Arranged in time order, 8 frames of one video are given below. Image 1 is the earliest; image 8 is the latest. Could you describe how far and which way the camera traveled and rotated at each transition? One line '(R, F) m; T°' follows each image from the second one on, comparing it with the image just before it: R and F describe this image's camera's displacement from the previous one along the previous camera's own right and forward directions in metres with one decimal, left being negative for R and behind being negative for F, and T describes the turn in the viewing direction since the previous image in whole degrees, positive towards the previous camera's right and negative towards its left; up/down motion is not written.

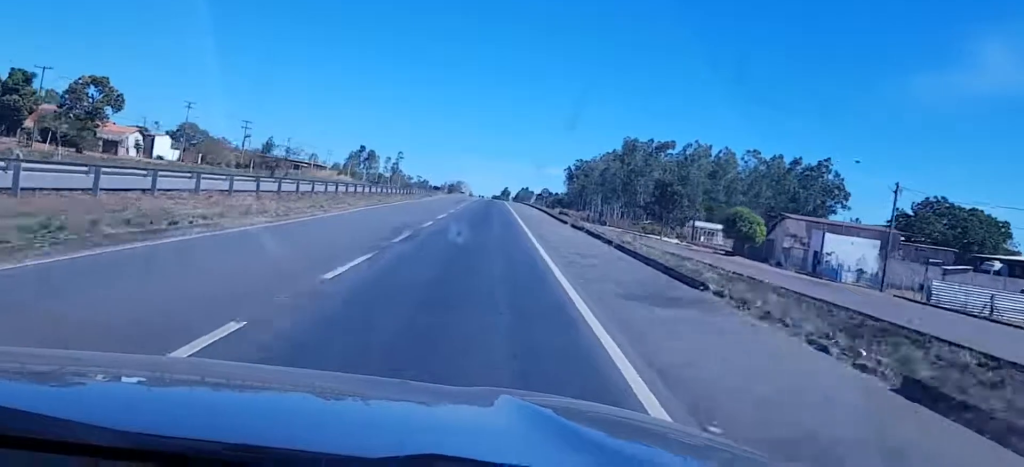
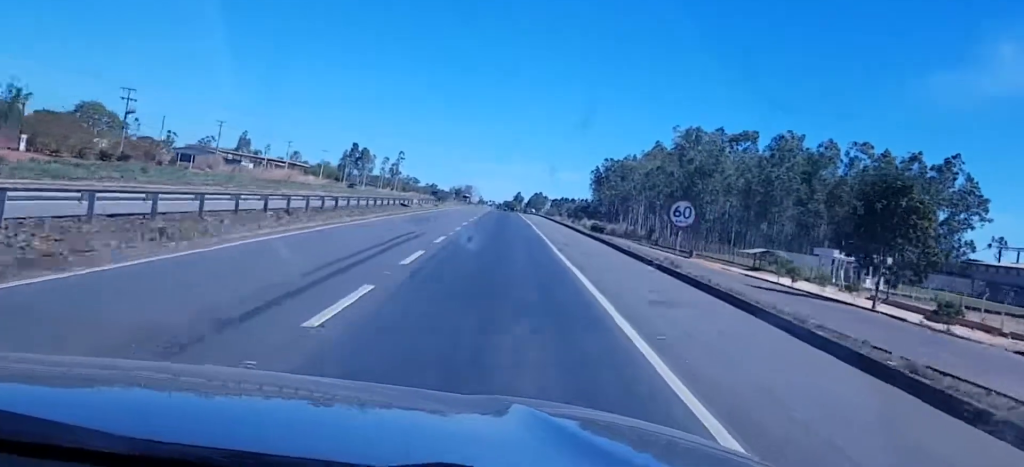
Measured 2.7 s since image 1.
(+2.0, +70.4) m; +1°
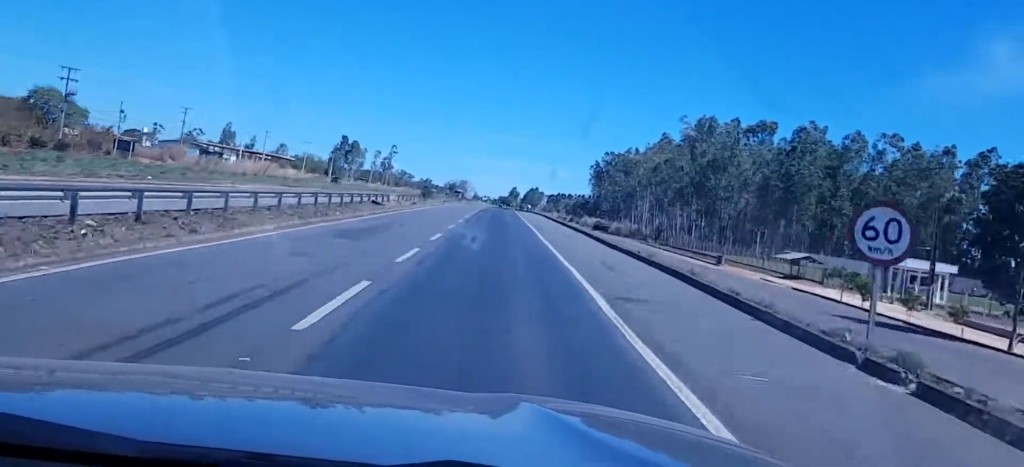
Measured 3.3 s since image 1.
(-0.2, +17.0) m; 0°
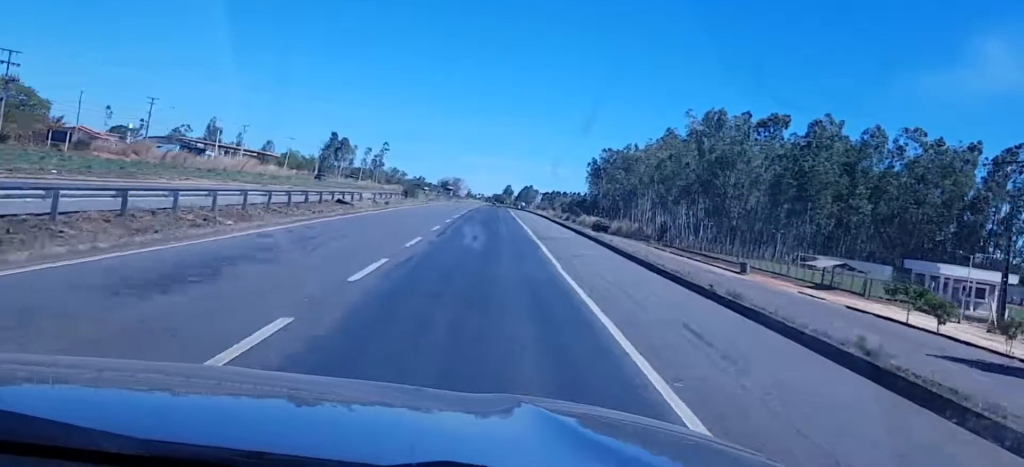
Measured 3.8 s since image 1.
(-0.1, +12.7) m; 0°
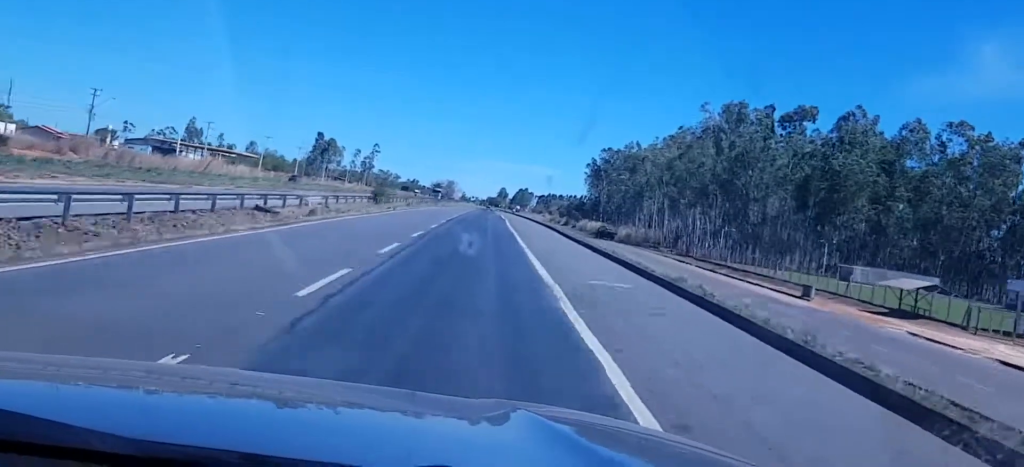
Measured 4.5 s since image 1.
(+0.3, +18.0) m; -1°
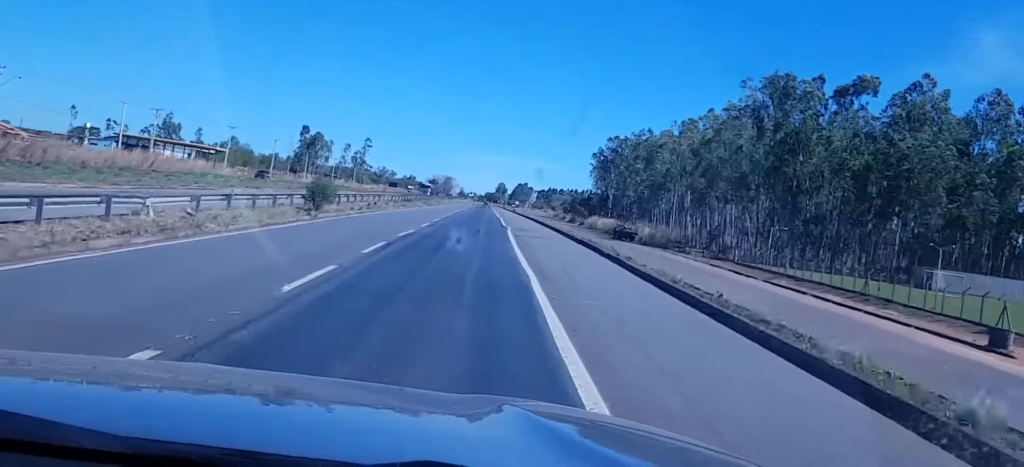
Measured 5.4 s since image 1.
(-0.7, +25.5) m; -1°
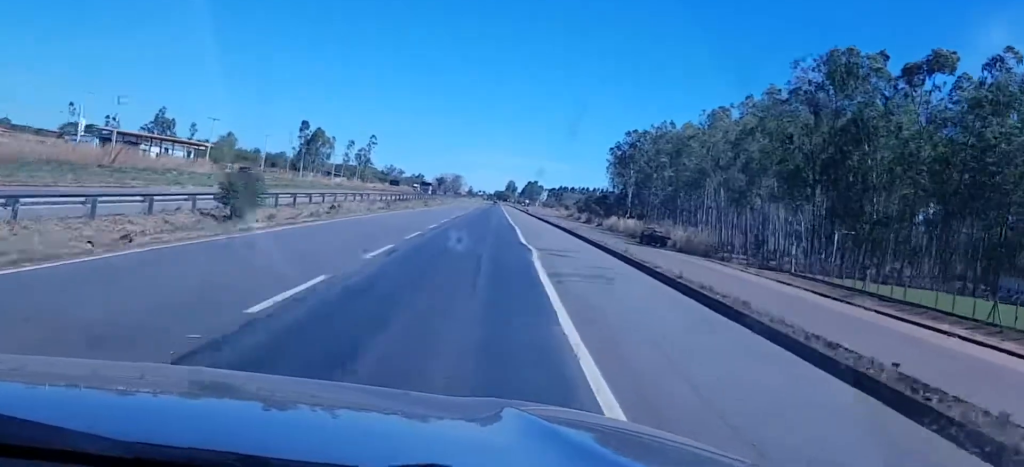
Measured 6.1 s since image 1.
(0.0, +17.2) m; 0°
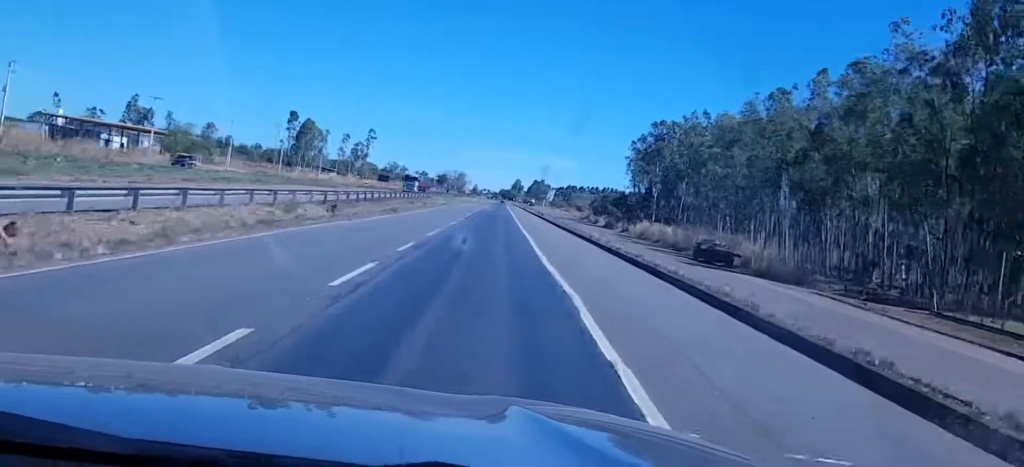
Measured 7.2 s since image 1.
(+0.6, +31.2) m; +1°
